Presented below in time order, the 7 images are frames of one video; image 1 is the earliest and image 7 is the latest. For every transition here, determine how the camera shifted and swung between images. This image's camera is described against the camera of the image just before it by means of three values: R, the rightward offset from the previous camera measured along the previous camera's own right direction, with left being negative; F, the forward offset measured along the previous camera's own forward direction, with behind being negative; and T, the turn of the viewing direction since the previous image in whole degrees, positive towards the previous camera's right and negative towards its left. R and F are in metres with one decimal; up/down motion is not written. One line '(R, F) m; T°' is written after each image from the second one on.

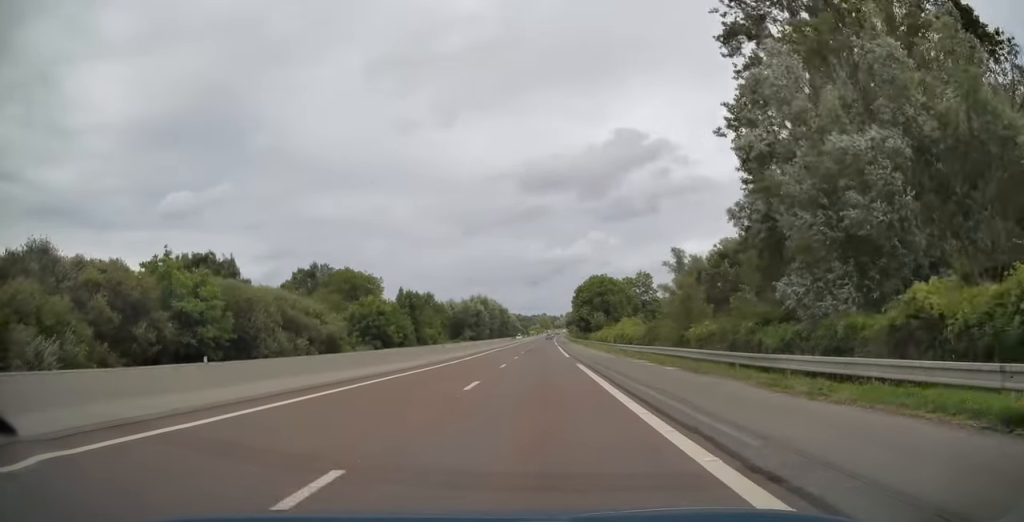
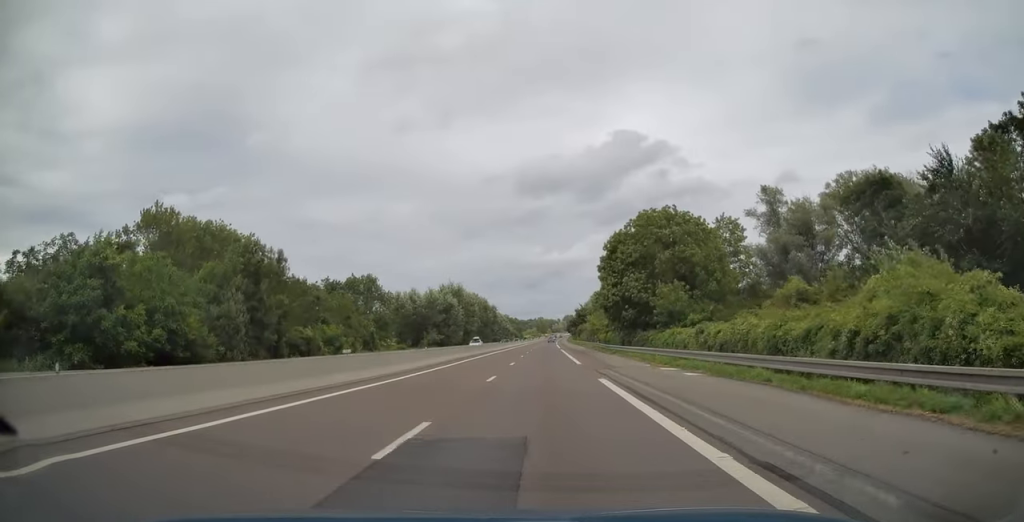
(+0.1, +61.0) m; 0°
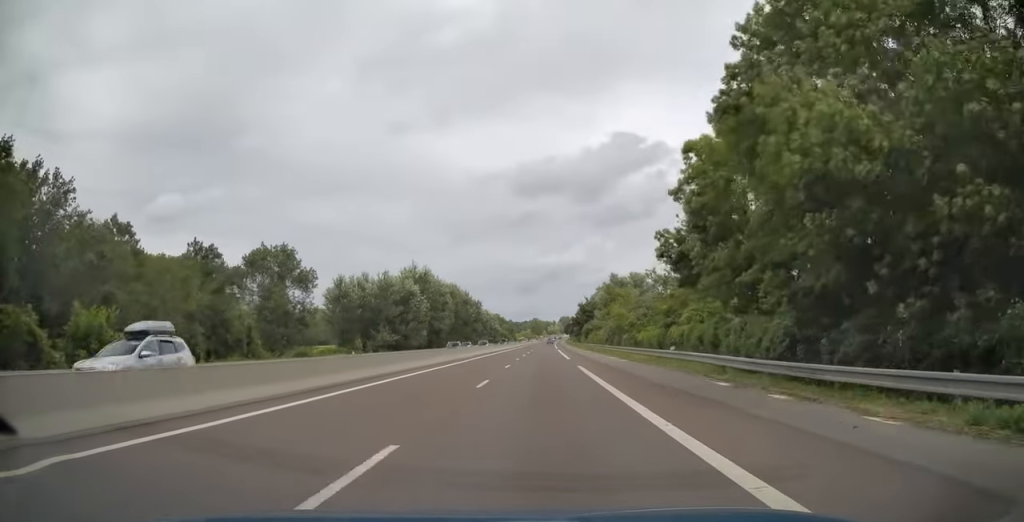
(0.0, +41.2) m; 0°
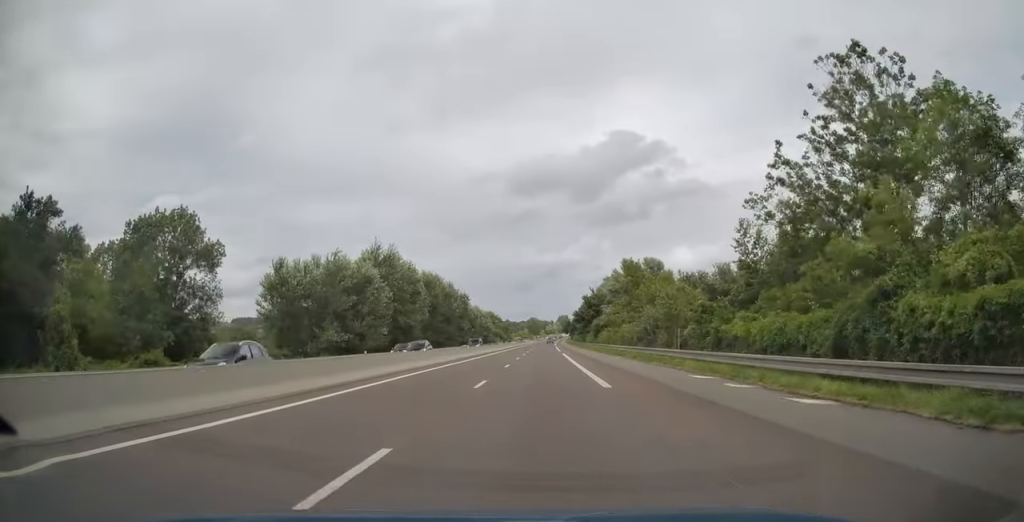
(+0.1, +26.2) m; 0°
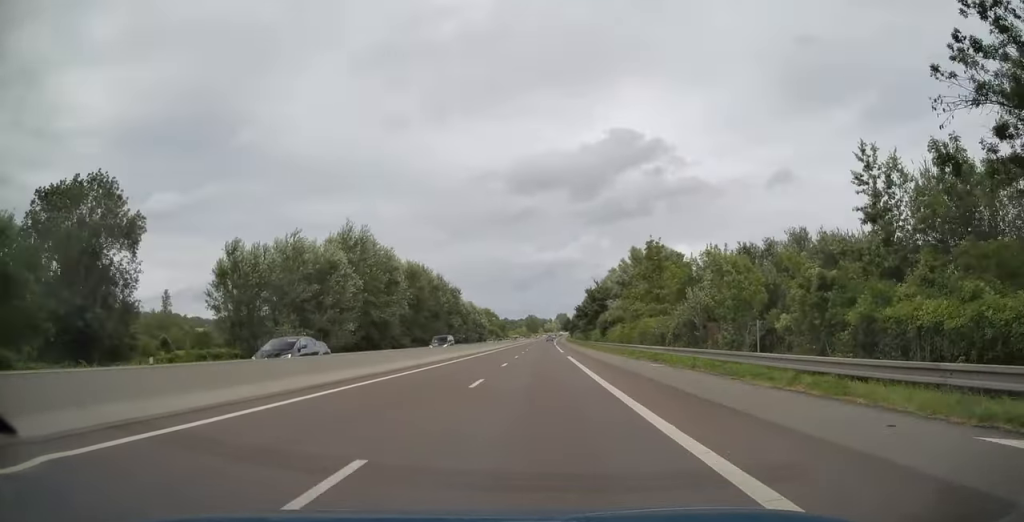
(+0.1, +13.9) m; 0°
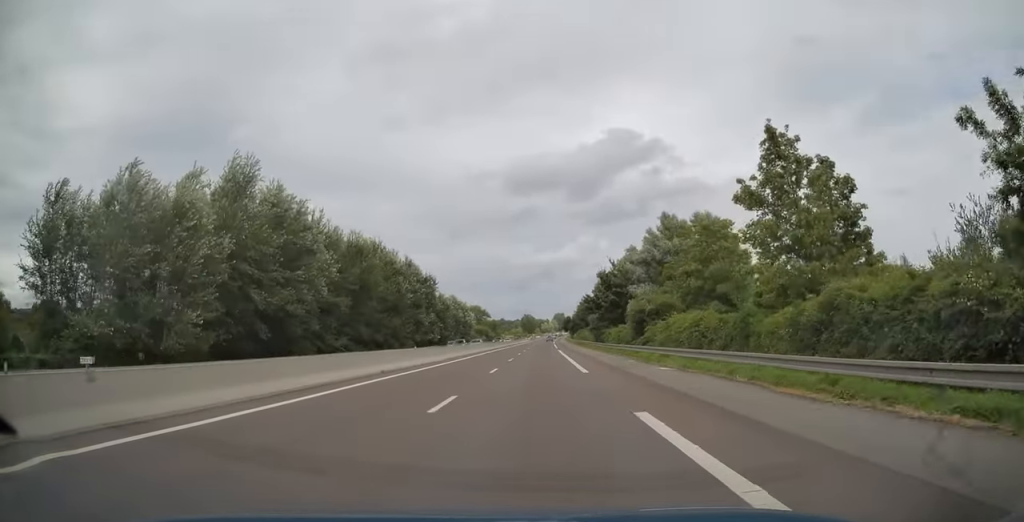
(-0.1, +31.6) m; 0°
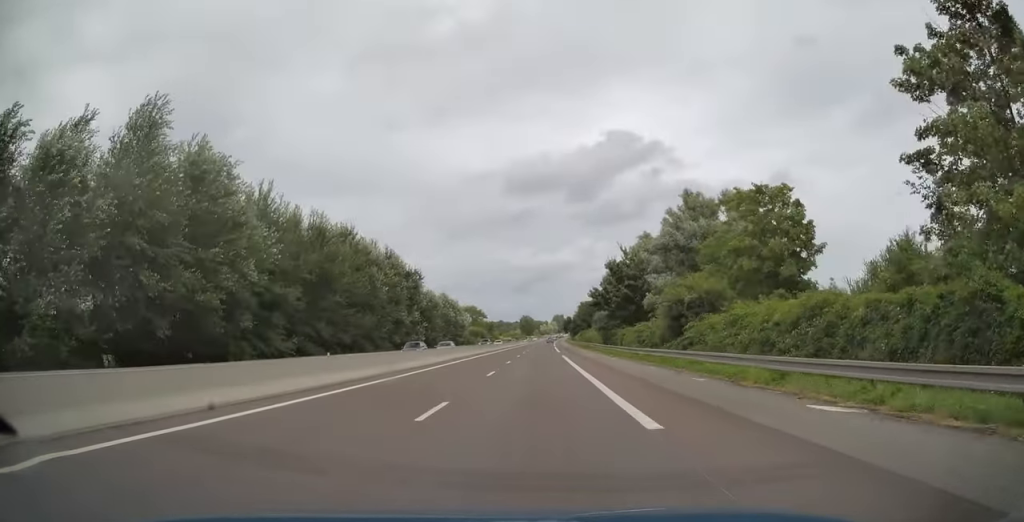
(-0.1, +13.9) m; 0°
